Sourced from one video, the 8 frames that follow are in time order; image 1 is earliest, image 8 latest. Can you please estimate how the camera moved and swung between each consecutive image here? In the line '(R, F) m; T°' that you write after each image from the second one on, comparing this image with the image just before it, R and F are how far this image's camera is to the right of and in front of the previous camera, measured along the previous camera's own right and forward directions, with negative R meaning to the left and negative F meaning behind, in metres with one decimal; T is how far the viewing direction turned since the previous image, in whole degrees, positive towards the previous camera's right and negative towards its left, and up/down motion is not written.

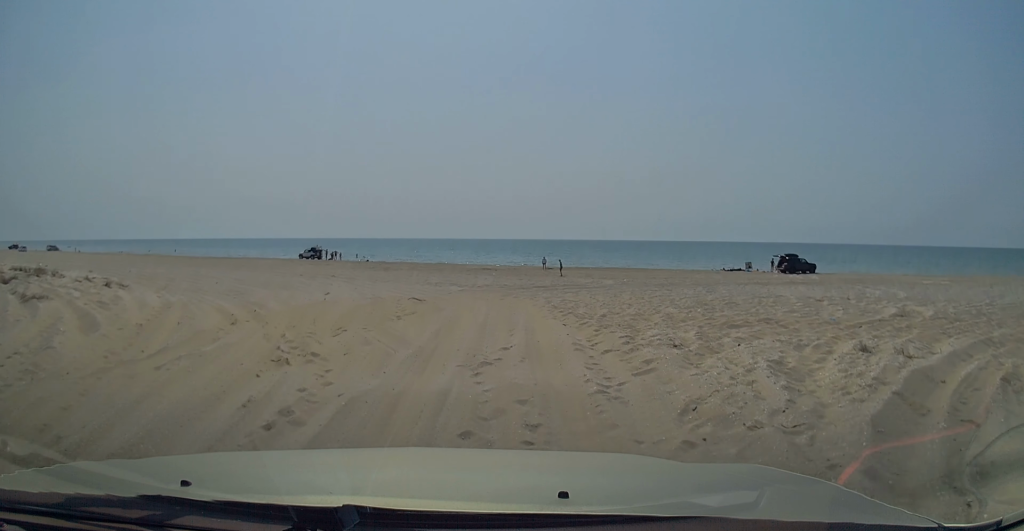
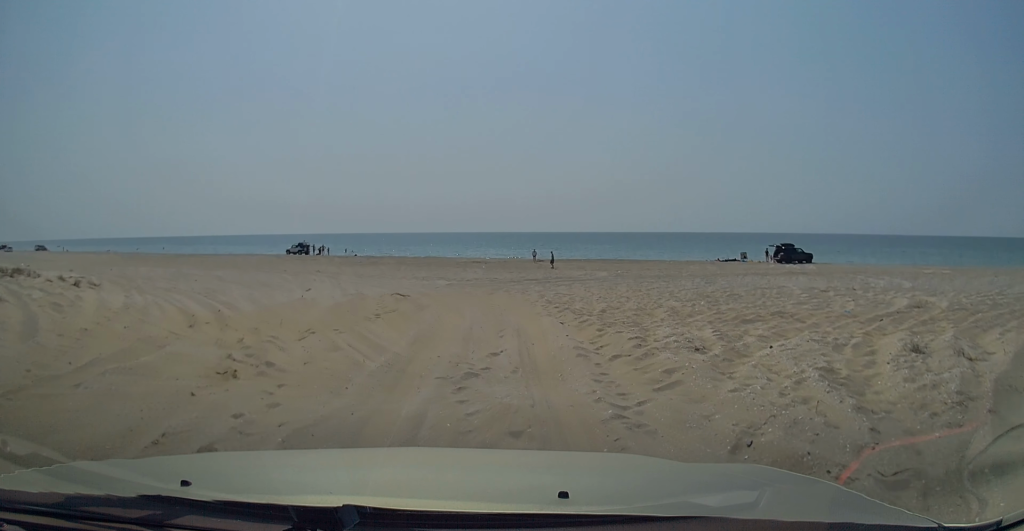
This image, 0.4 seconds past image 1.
(0.0, +1.6) m; +1°
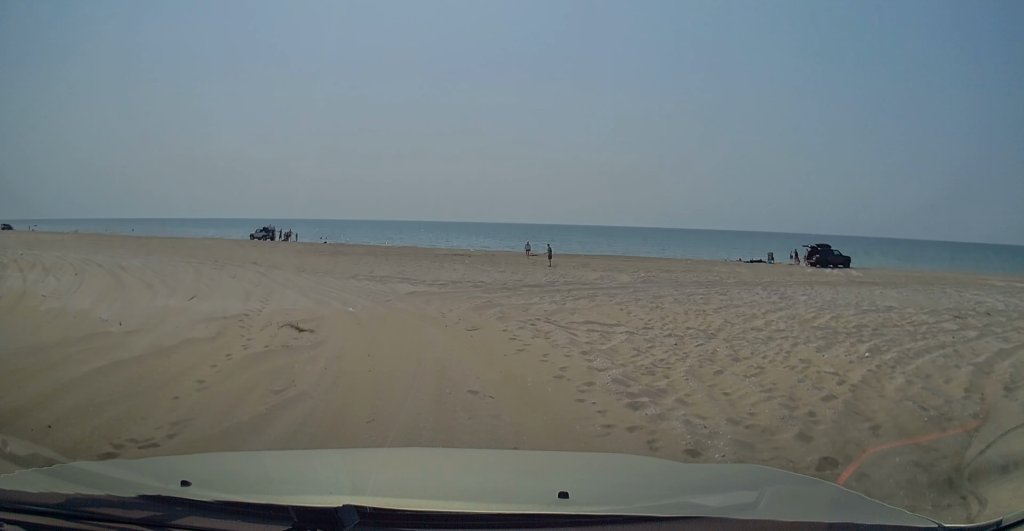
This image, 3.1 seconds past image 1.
(-0.2, +11.1) m; -1°
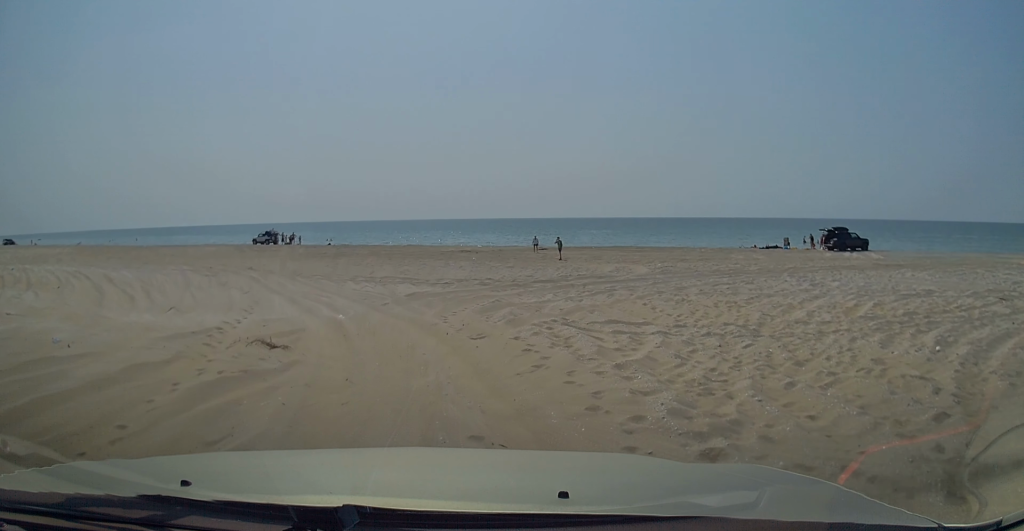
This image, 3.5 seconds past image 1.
(+0.1, +2.0) m; +1°
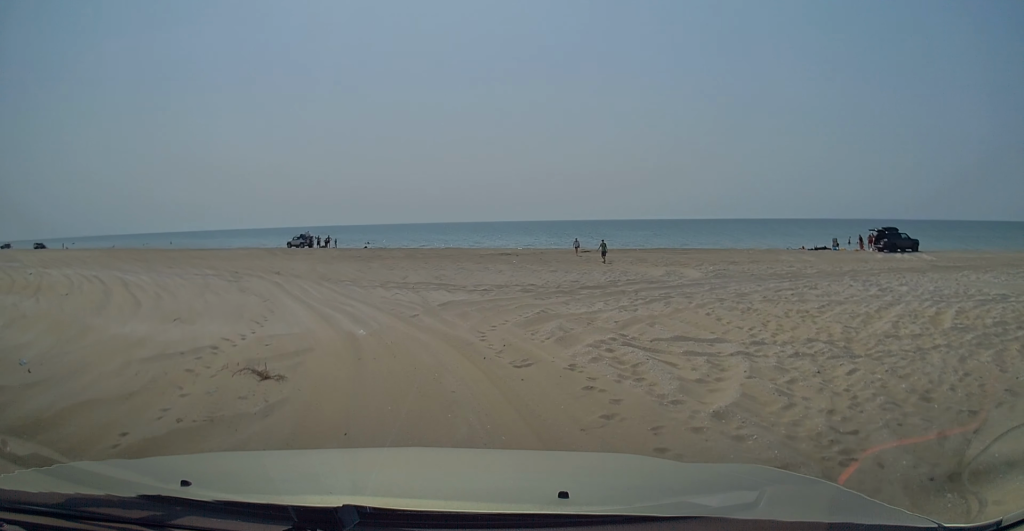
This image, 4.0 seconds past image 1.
(0.0, +2.0) m; -1°
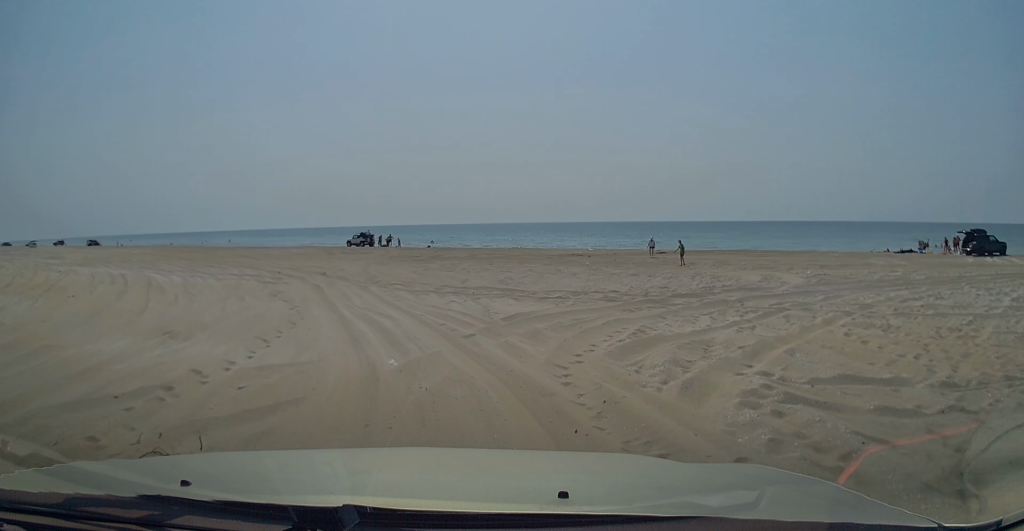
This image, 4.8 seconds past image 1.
(+0.1, +3.6) m; -5°
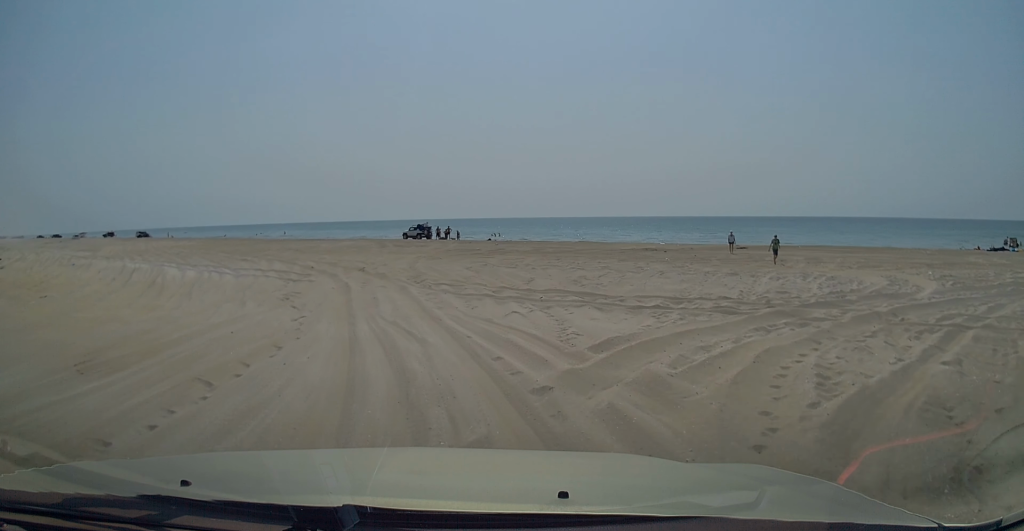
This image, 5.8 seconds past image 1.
(-0.4, +4.8) m; -12°
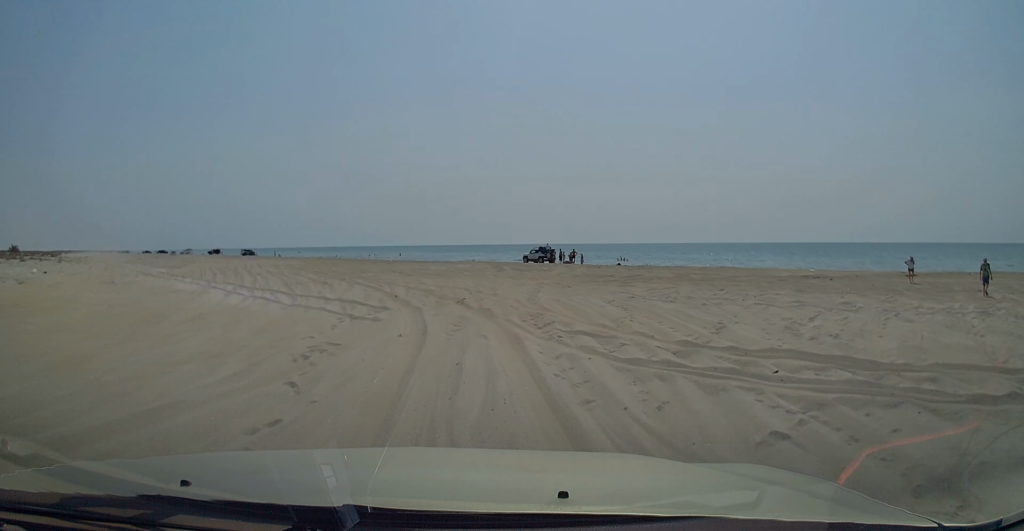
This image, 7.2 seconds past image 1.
(-0.6, +7.6) m; -5°
